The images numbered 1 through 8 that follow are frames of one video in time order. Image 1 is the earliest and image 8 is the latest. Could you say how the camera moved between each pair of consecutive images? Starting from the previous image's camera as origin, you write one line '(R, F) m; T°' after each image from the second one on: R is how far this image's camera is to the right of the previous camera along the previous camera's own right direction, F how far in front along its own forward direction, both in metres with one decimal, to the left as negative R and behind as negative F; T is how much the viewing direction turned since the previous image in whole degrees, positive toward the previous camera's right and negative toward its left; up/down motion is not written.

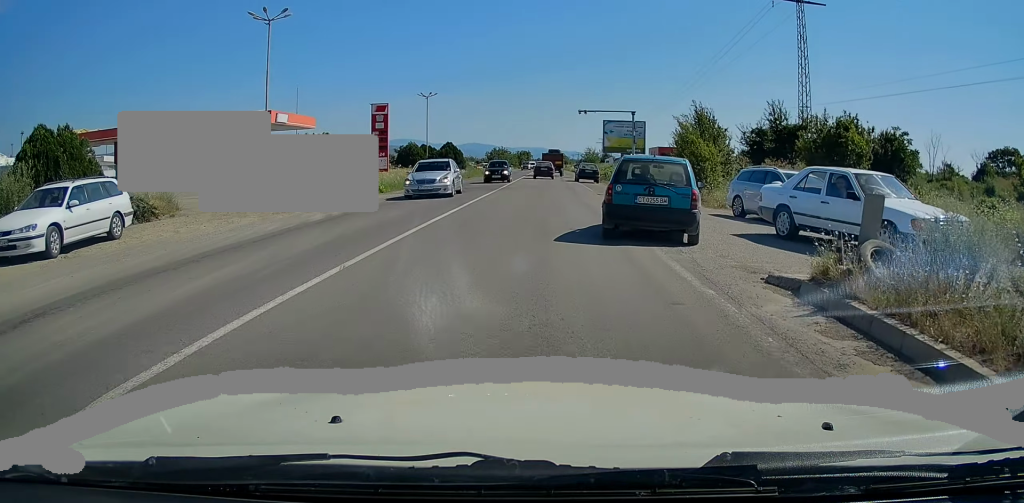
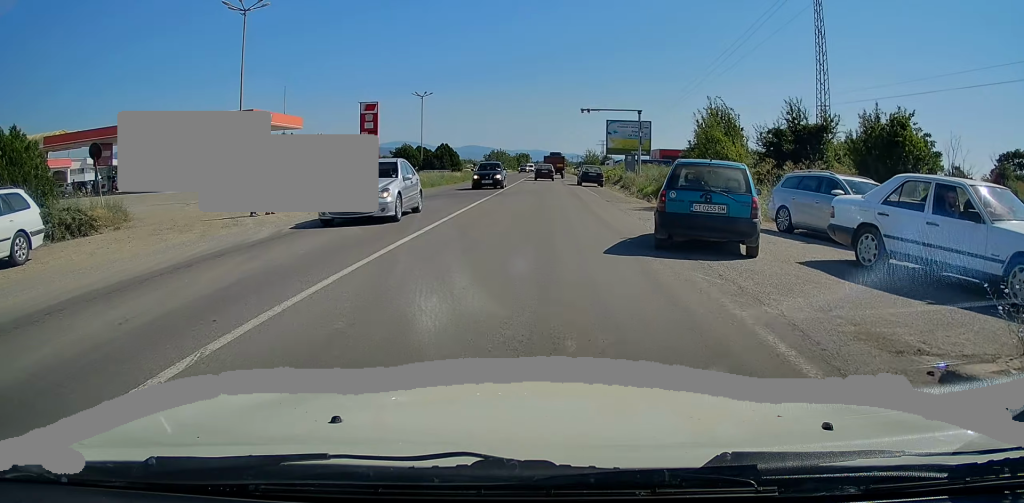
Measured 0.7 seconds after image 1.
(+0.2, +3.2) m; +1°
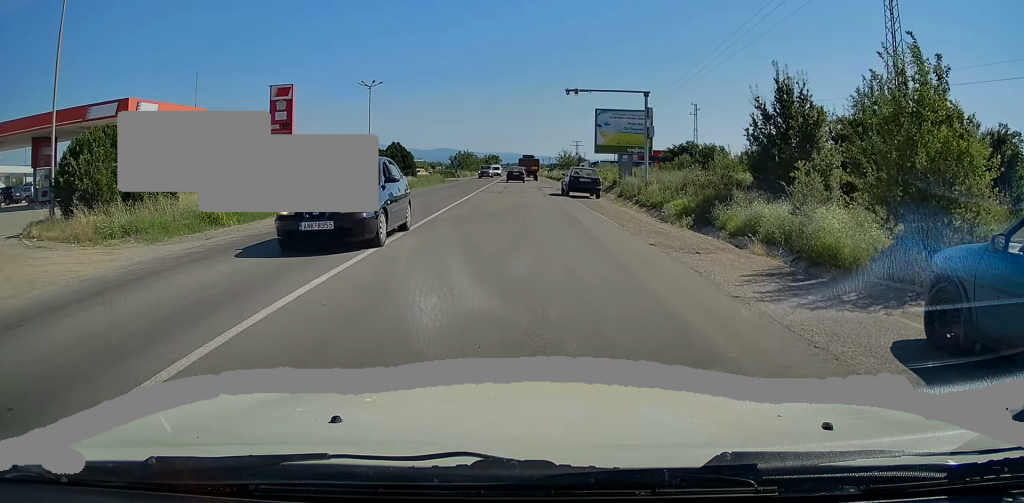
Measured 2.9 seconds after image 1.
(+0.3, +12.9) m; +2°
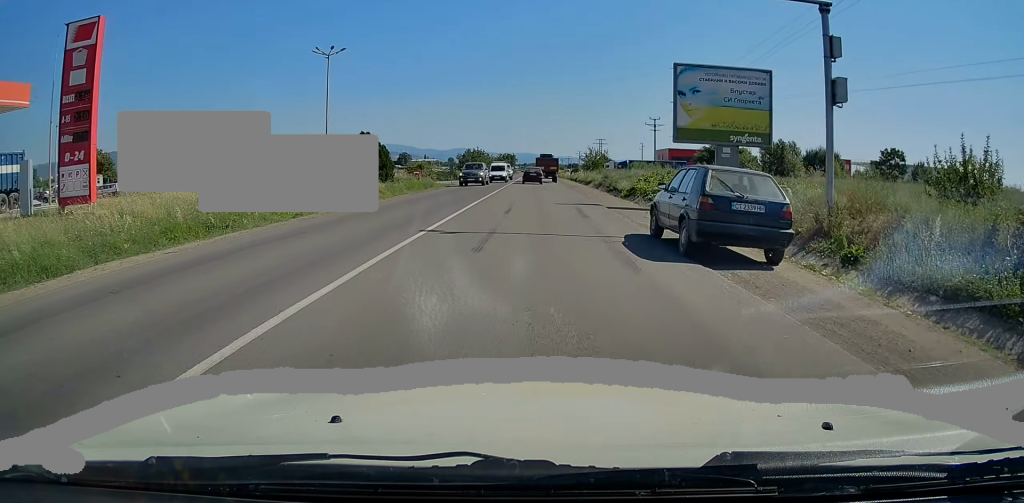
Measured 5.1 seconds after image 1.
(-0.3, +19.9) m; -1°
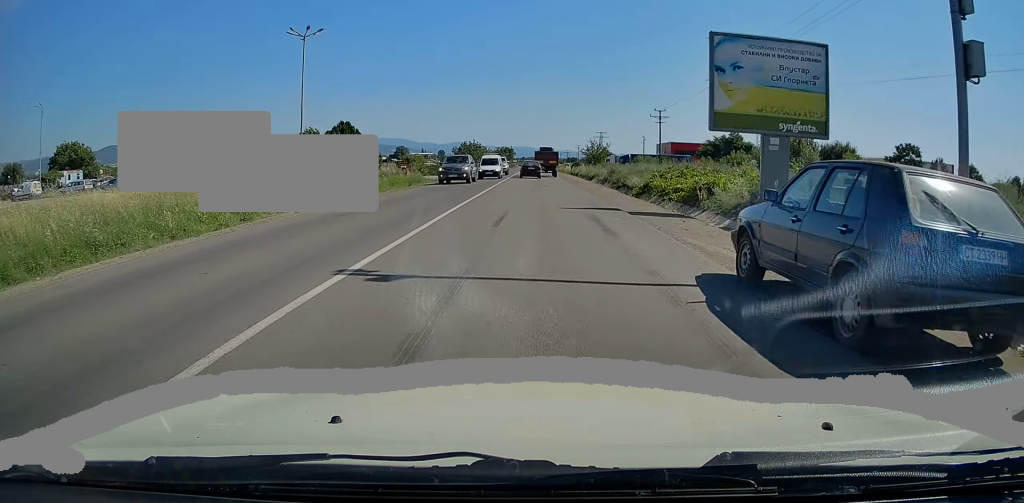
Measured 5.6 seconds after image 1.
(-0.1, +5.2) m; 0°
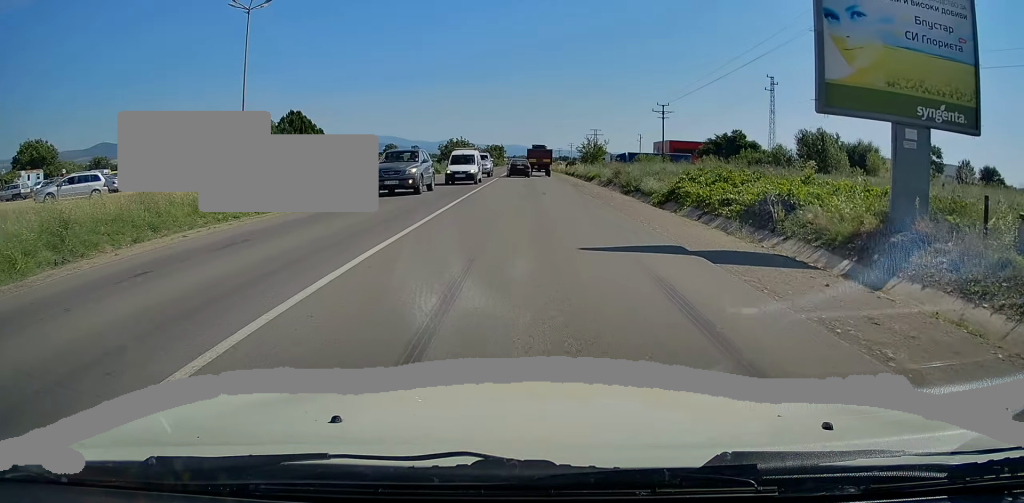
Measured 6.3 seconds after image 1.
(0.0, +8.4) m; 0°
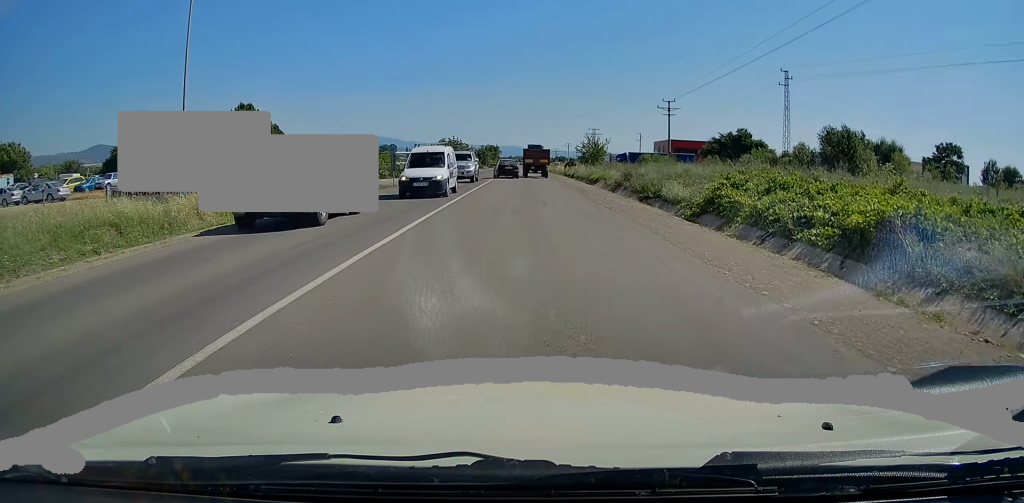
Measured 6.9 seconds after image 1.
(0.0, +6.6) m; 0°
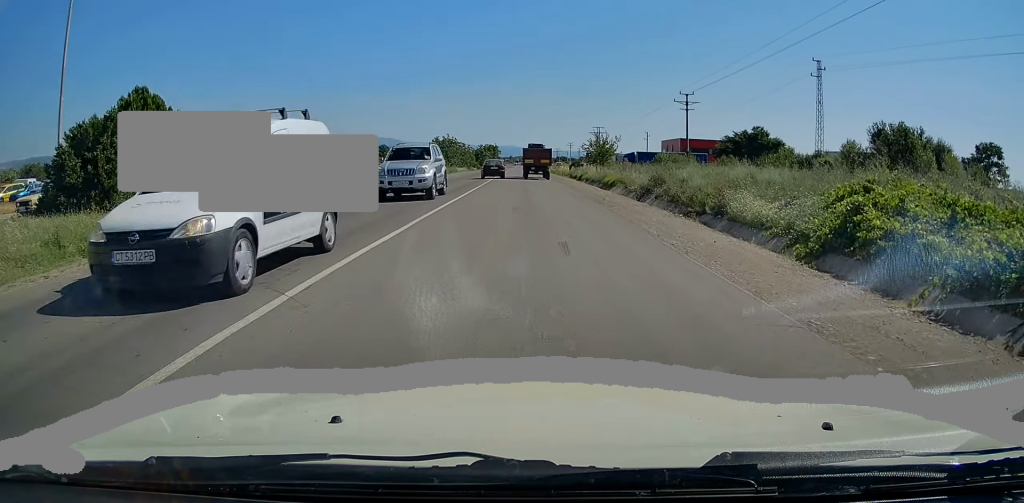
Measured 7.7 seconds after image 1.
(-0.1, +9.6) m; 0°
